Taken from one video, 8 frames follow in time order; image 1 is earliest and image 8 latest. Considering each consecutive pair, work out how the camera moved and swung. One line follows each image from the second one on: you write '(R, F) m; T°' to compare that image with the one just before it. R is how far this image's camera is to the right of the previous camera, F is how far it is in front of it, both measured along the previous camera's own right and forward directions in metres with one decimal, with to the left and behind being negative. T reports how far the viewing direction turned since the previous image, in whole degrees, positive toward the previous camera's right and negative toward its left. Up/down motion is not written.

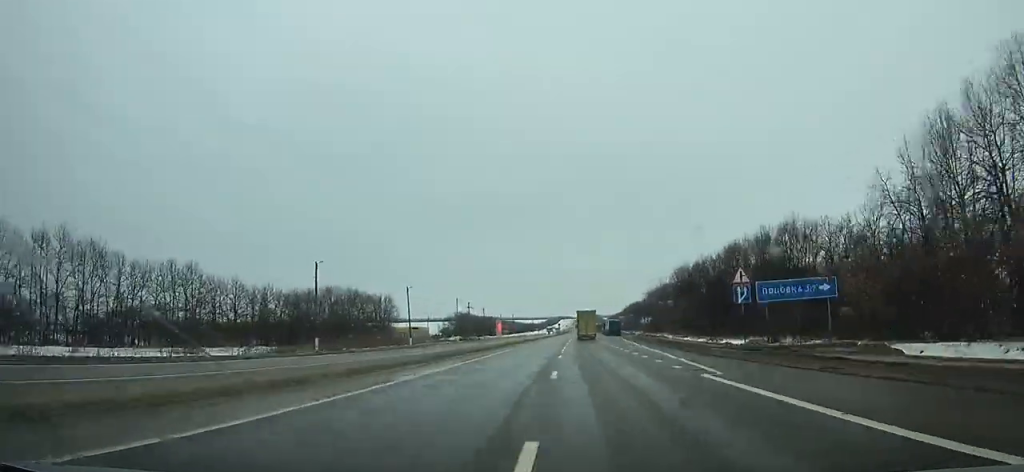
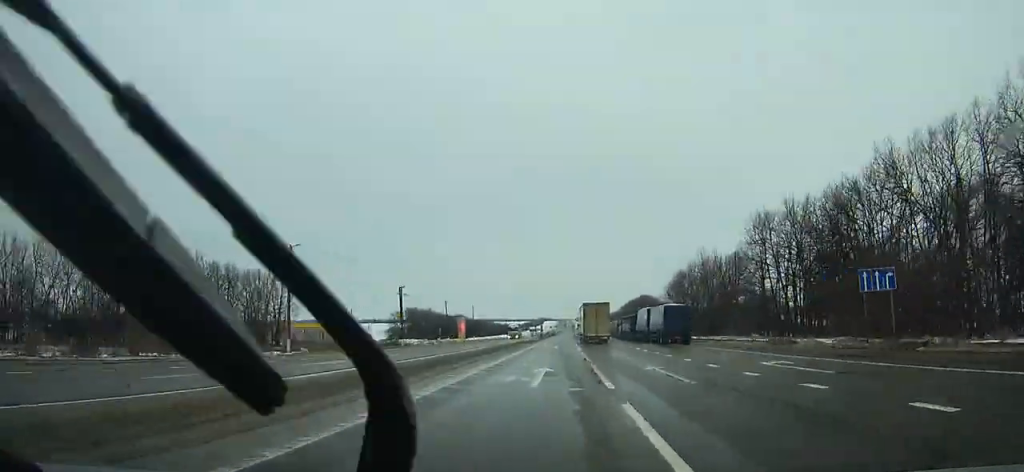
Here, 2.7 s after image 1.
(+0.5, +71.1) m; +1°
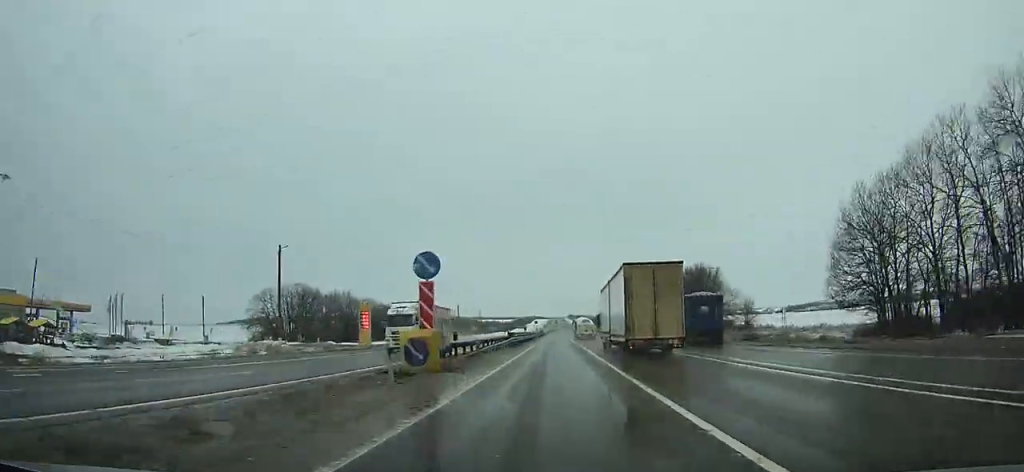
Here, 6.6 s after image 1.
(+1.2, +103.1) m; +1°
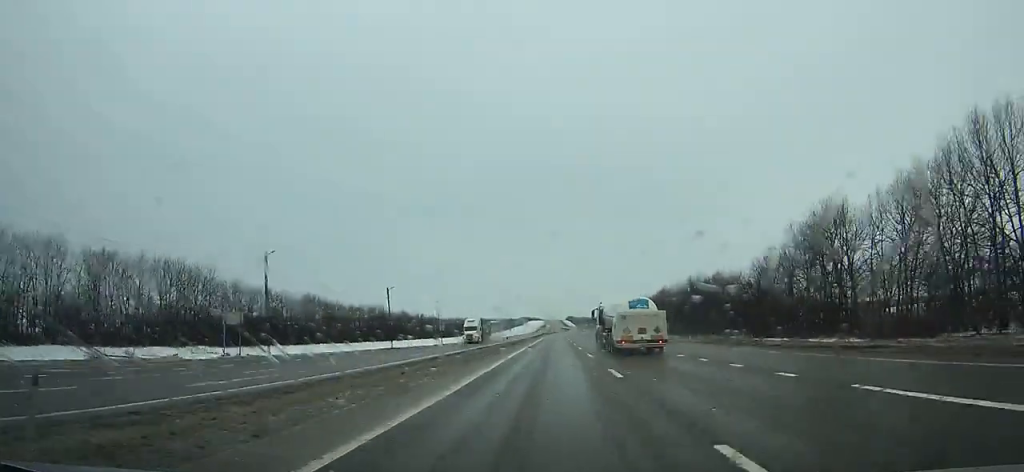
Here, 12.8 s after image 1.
(+0.6, +165.1) m; 0°
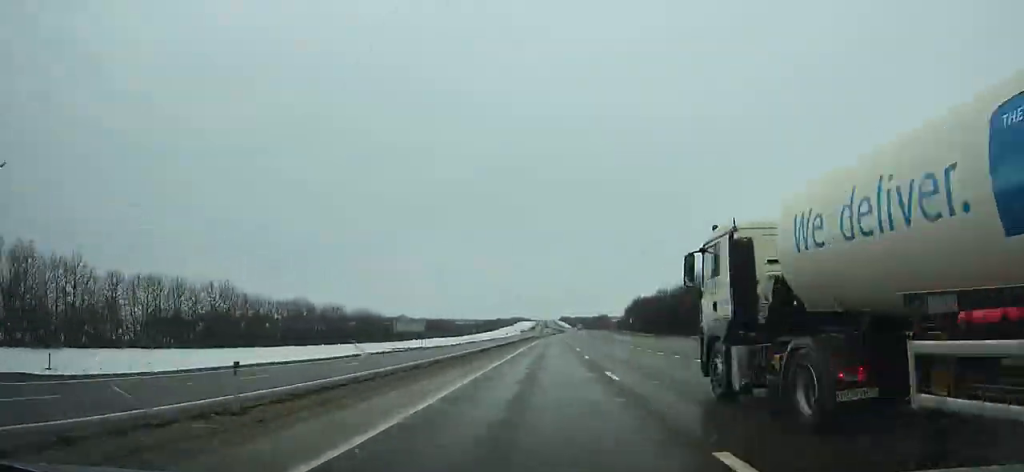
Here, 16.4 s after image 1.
(0.0, +96.4) m; +1°
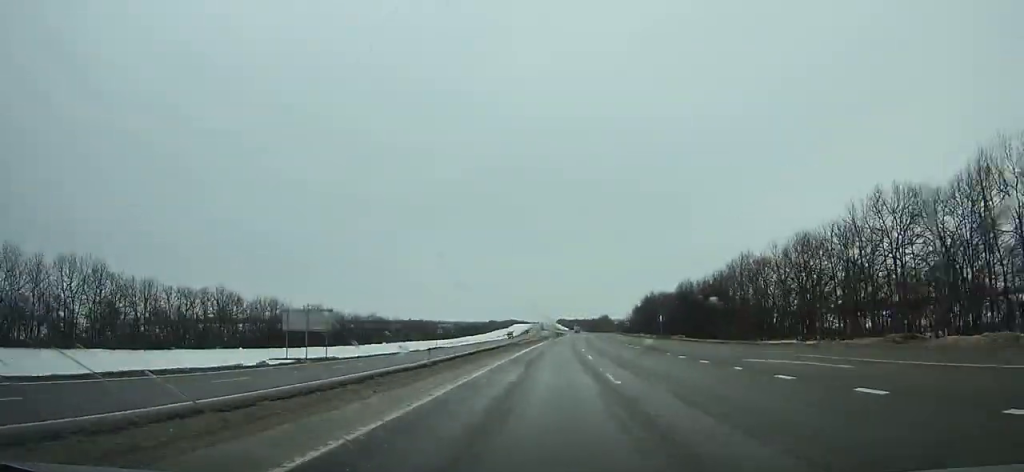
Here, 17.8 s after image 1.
(+0.5, +37.6) m; +1°
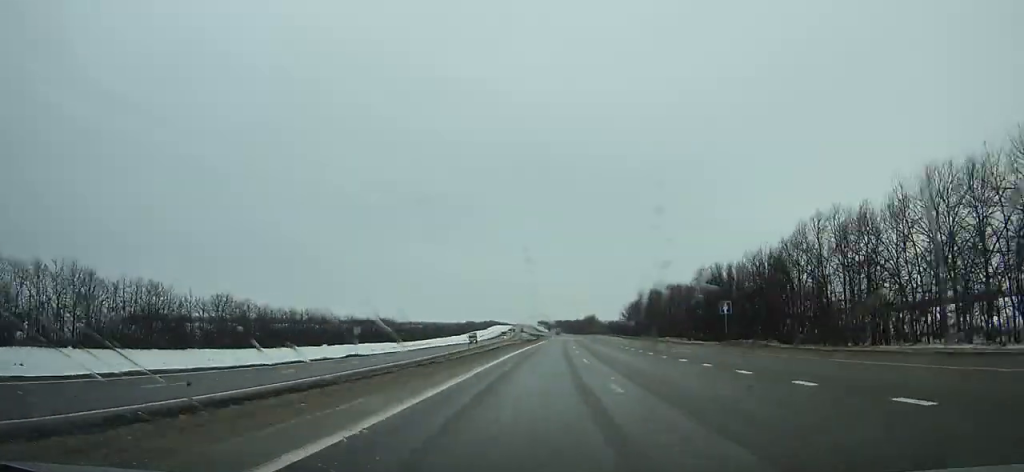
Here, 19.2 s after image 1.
(+0.1, +37.6) m; +1°
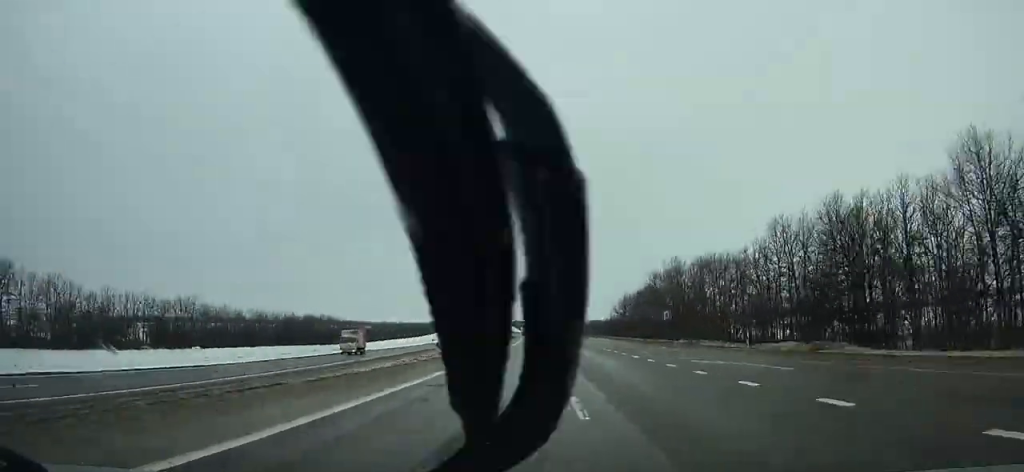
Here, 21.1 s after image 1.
(+1.1, +50.8) m; +1°
